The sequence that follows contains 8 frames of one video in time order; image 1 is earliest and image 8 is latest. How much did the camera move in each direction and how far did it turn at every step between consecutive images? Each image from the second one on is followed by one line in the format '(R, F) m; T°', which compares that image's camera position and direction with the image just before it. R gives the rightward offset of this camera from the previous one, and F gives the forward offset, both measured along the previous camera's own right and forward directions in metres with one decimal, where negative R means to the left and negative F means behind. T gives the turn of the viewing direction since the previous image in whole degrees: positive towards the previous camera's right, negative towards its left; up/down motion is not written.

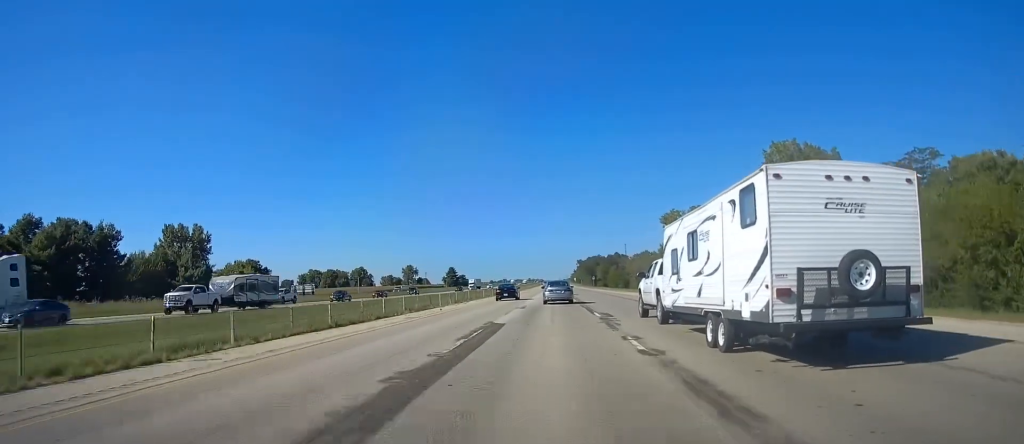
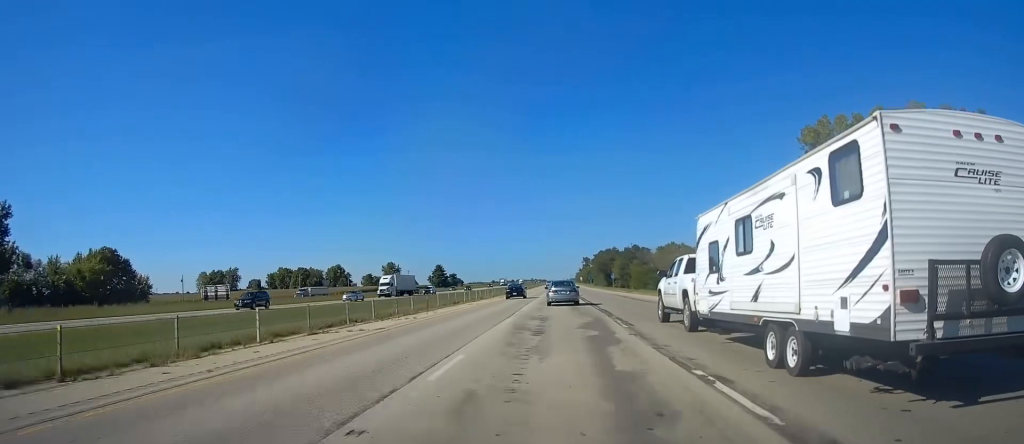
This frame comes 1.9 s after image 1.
(+0.9, +66.7) m; 0°
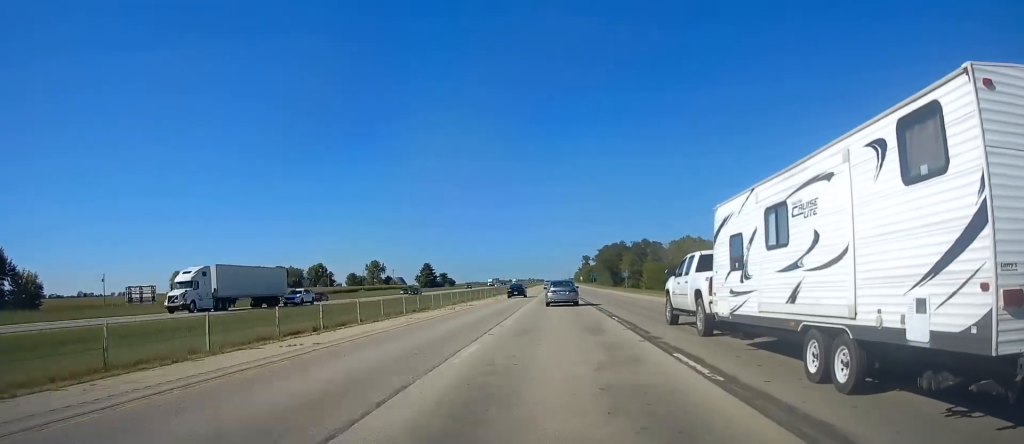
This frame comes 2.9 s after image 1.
(-0.5, +34.5) m; 0°
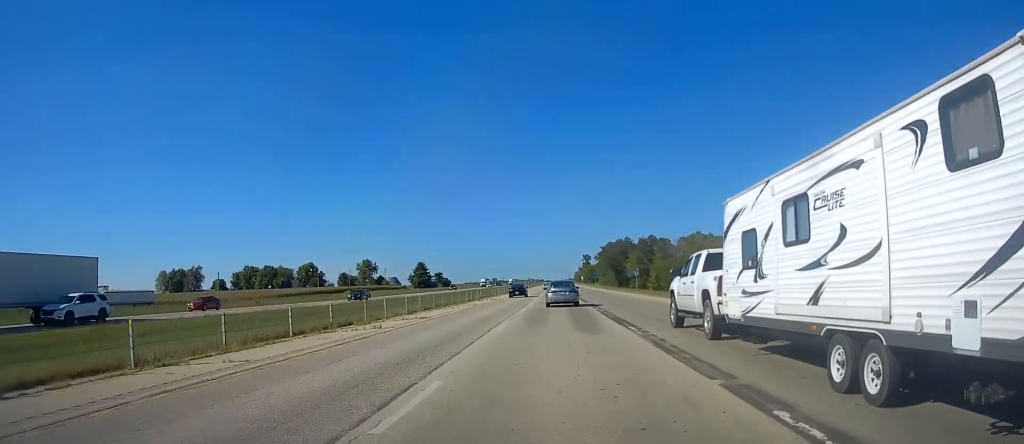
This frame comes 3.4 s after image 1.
(-0.2, +17.2) m; 0°
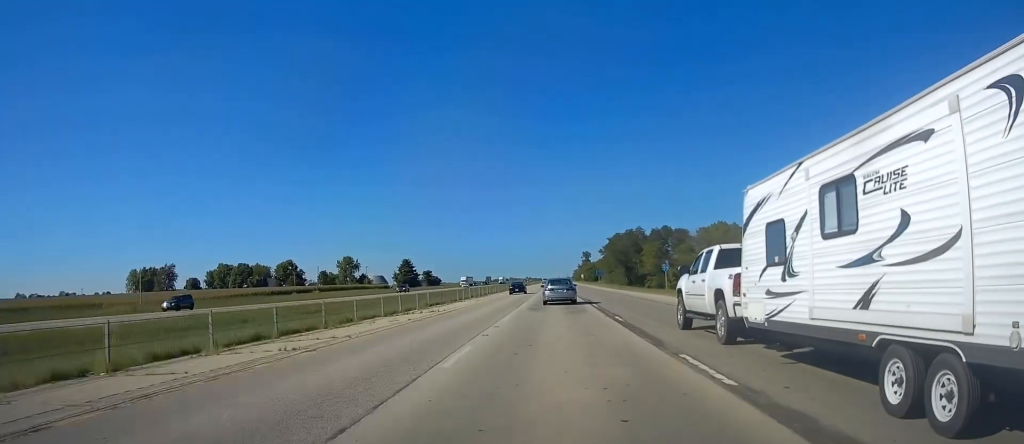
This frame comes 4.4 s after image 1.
(+0.6, +32.1) m; +1°
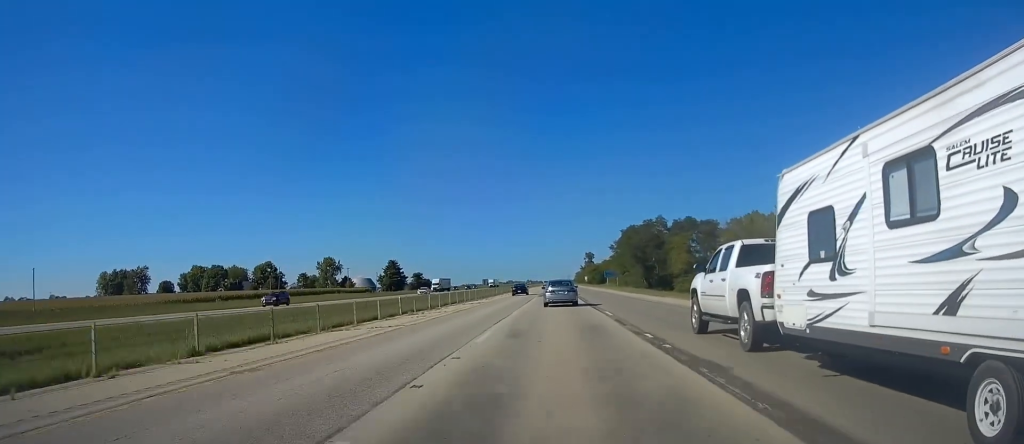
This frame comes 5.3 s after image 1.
(0.0, +32.1) m; -1°
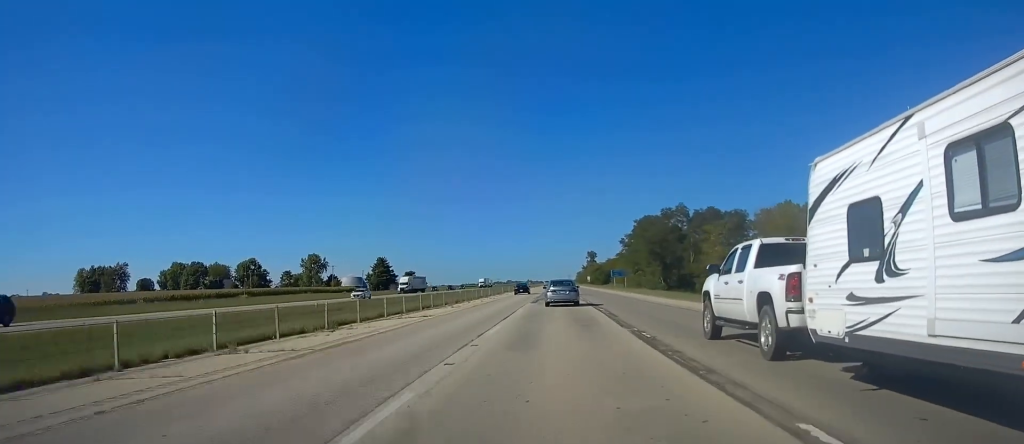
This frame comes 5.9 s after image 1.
(-0.4, +21.8) m; 0°
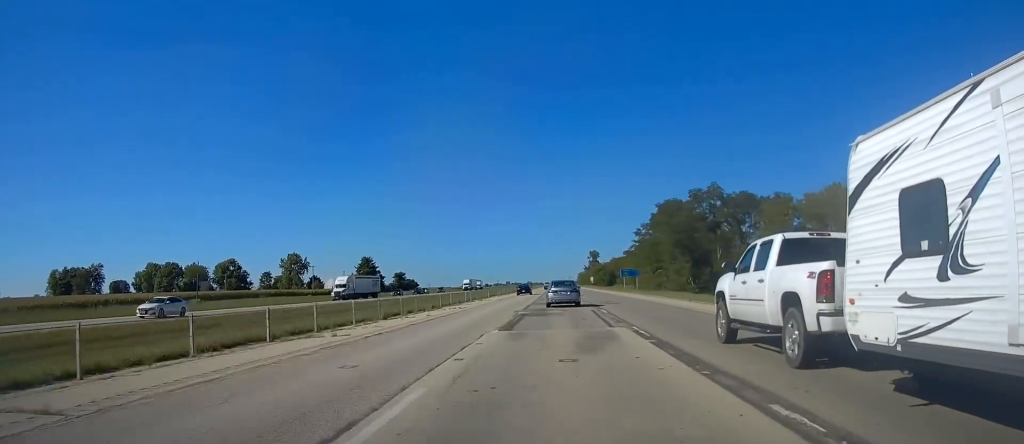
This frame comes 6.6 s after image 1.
(0.0, +24.1) m; 0°
